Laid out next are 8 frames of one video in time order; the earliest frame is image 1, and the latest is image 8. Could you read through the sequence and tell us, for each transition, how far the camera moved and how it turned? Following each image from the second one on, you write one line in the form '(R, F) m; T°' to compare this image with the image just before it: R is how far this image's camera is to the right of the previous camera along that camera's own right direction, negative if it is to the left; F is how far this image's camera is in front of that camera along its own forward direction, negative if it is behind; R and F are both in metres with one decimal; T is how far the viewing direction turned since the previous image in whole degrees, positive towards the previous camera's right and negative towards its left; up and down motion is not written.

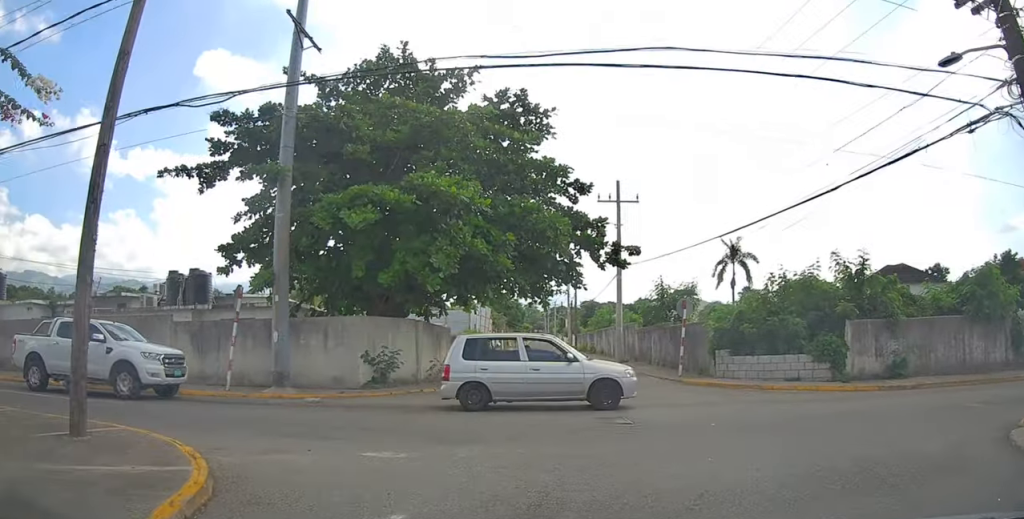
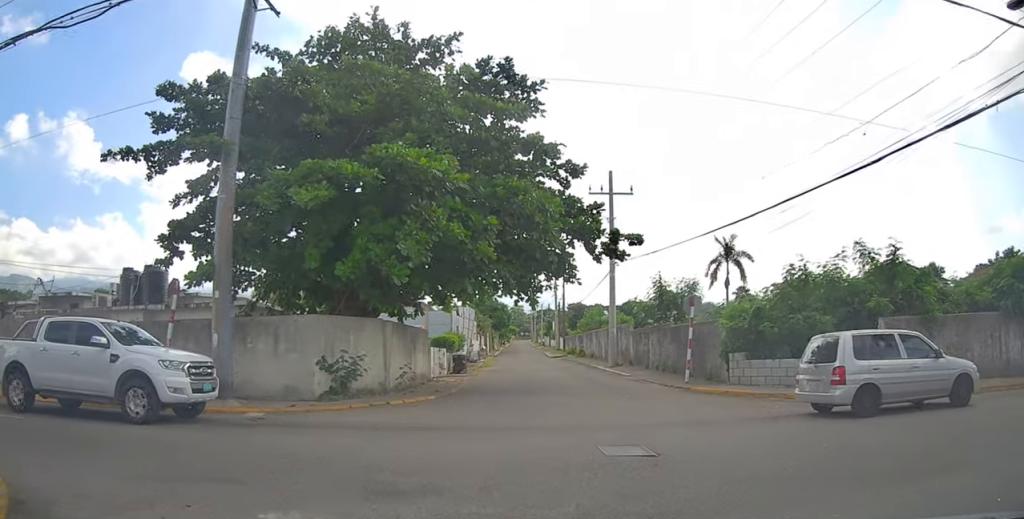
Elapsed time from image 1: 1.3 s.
(+0.1, +2.1) m; +3°
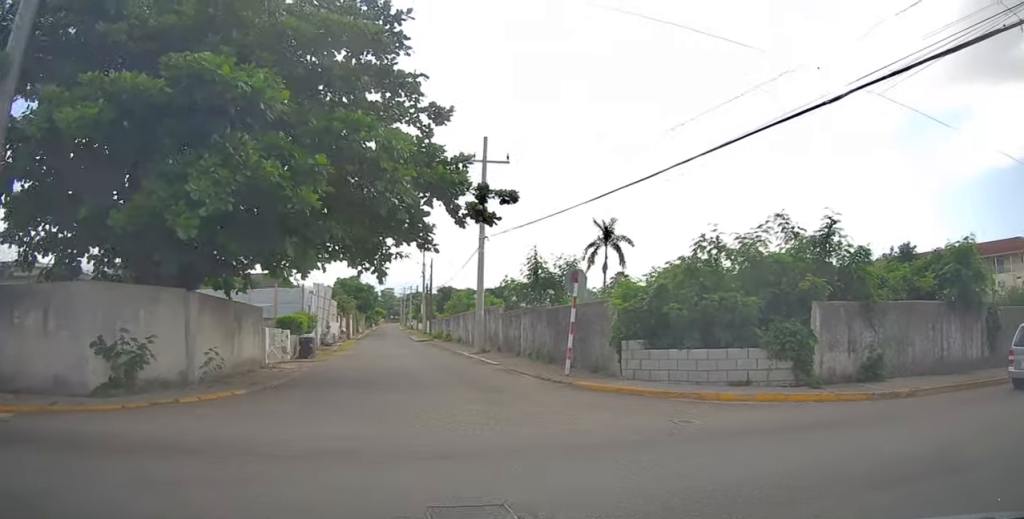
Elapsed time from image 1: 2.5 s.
(0.0, +2.1) m; +15°
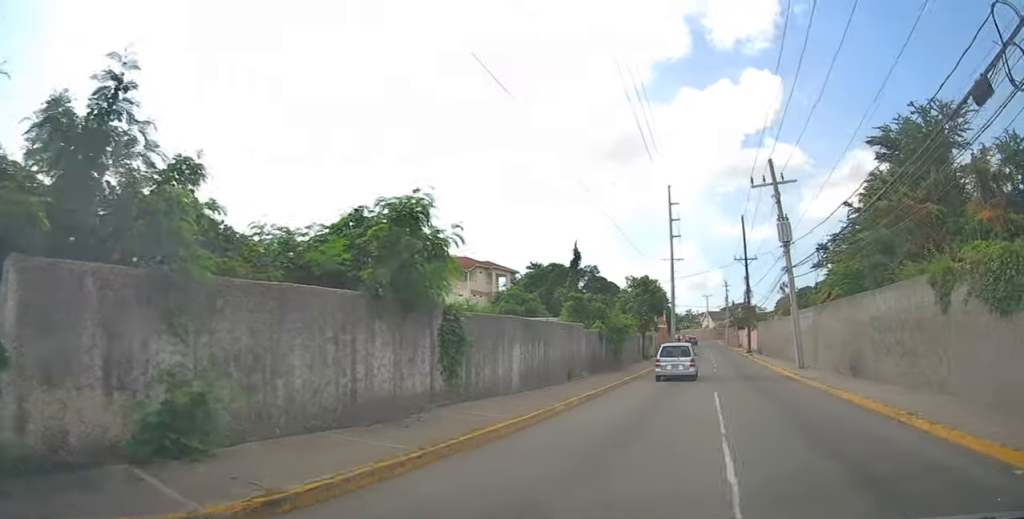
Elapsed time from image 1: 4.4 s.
(+2.5, +6.3) m; +40°
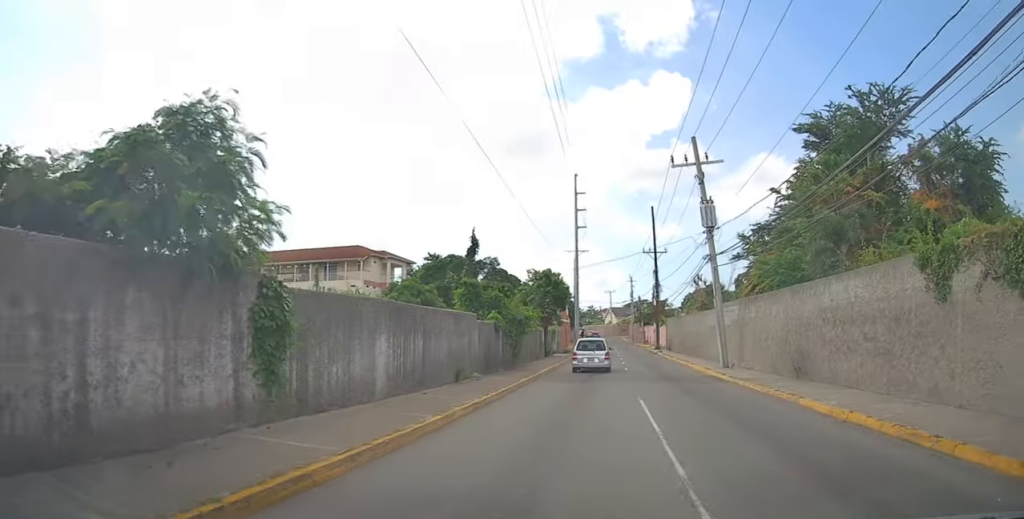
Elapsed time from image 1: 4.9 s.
(+0.4, +3.1) m; +9°
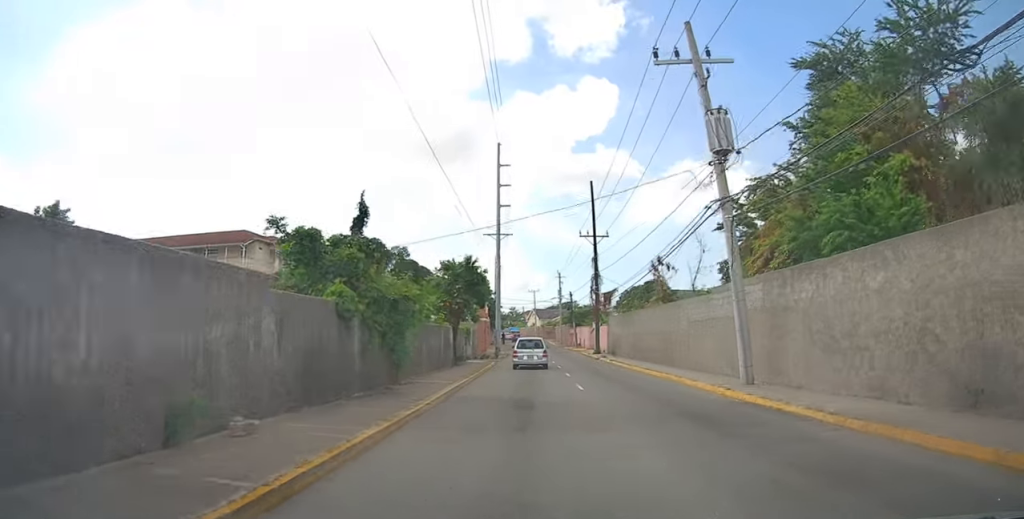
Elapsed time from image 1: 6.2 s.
(+1.8, +9.7) m; +13°
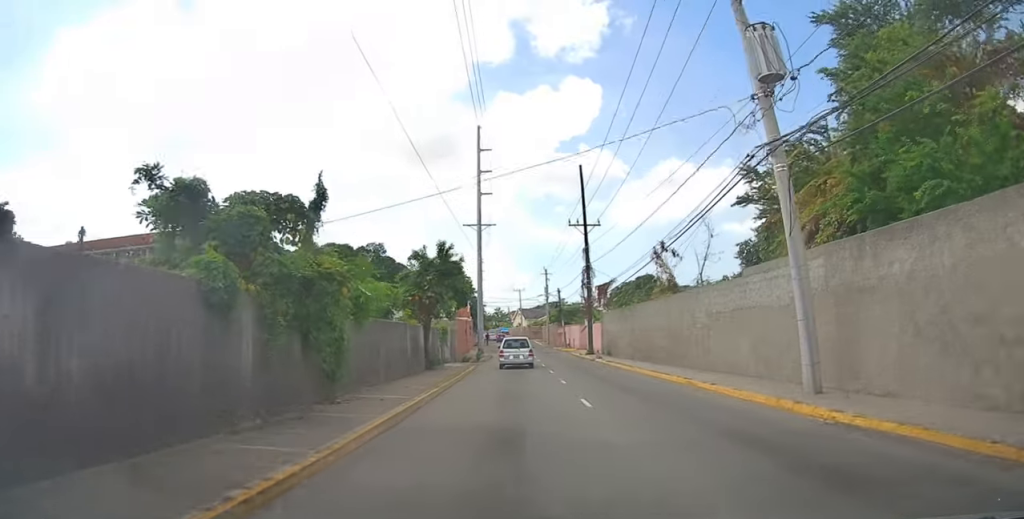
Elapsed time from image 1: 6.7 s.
(+0.1, +4.1) m; +1°
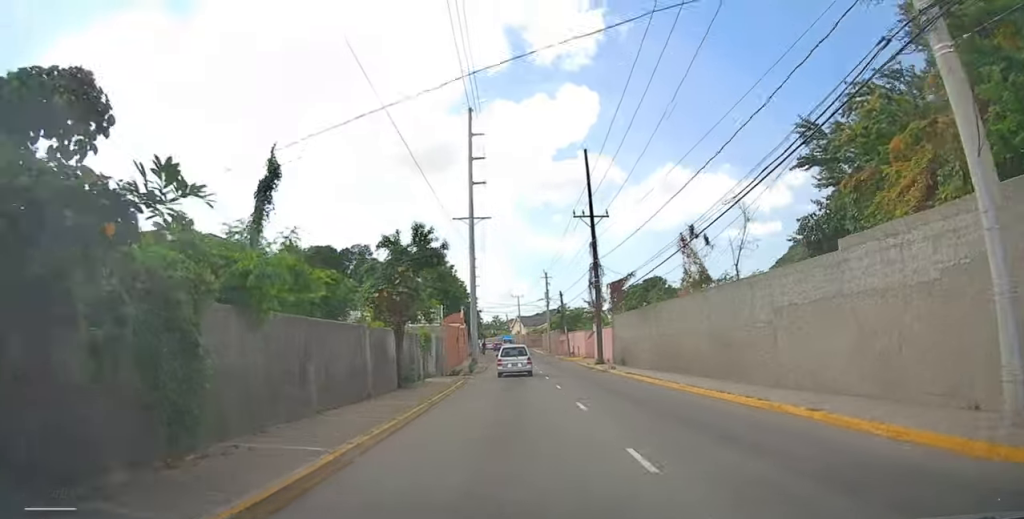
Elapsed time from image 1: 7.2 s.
(-0.2, +5.2) m; 0°
